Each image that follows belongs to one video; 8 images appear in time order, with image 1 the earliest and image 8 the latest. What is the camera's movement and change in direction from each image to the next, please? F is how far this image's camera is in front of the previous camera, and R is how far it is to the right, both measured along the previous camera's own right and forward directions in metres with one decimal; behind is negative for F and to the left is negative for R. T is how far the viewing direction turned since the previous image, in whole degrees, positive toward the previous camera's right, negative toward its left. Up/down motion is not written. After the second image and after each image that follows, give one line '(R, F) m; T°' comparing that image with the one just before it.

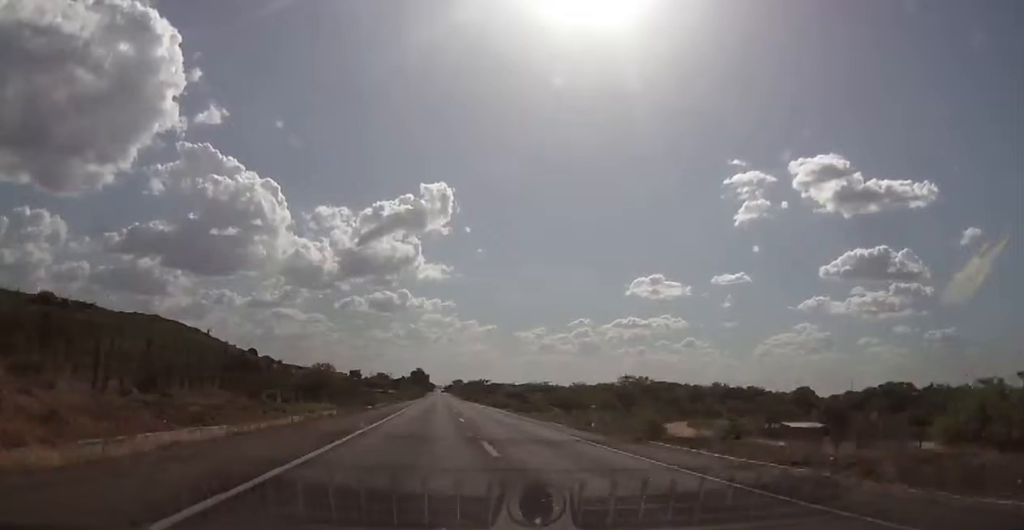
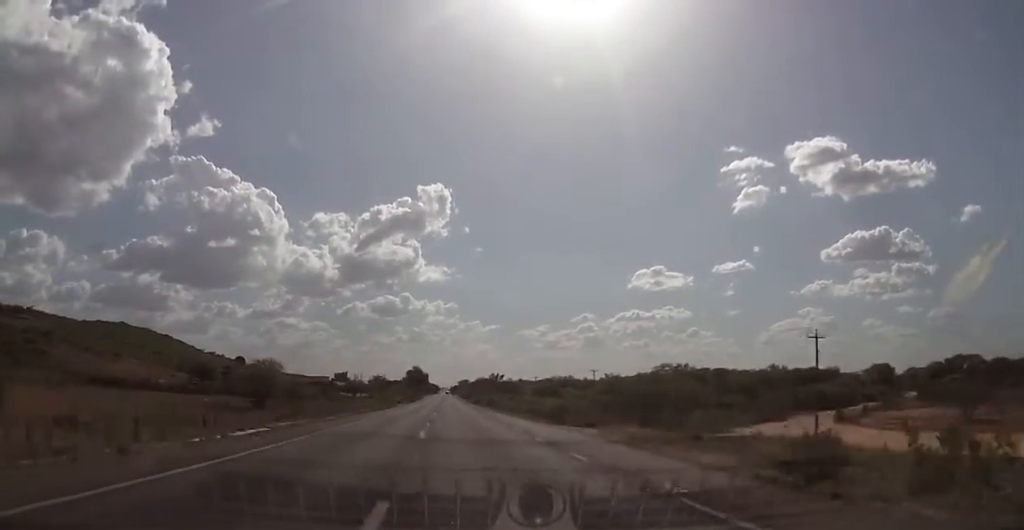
(+0.4, +57.3) m; 0°
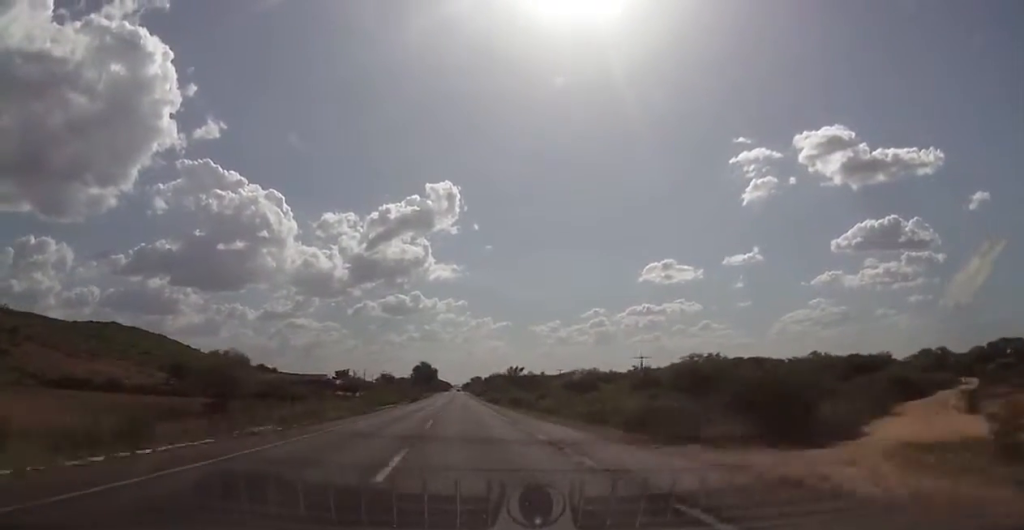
(-0.1, +25.7) m; -1°
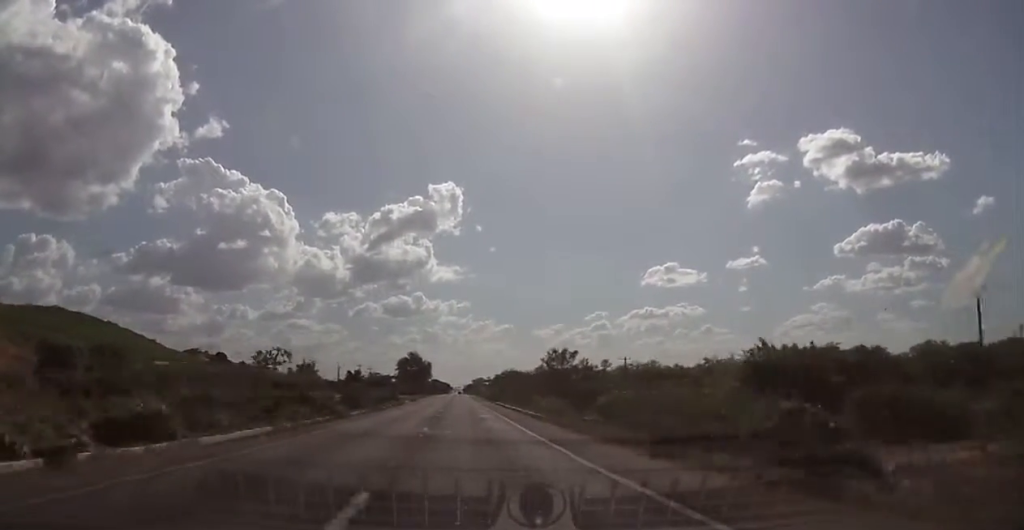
(-0.5, +68.1) m; 0°
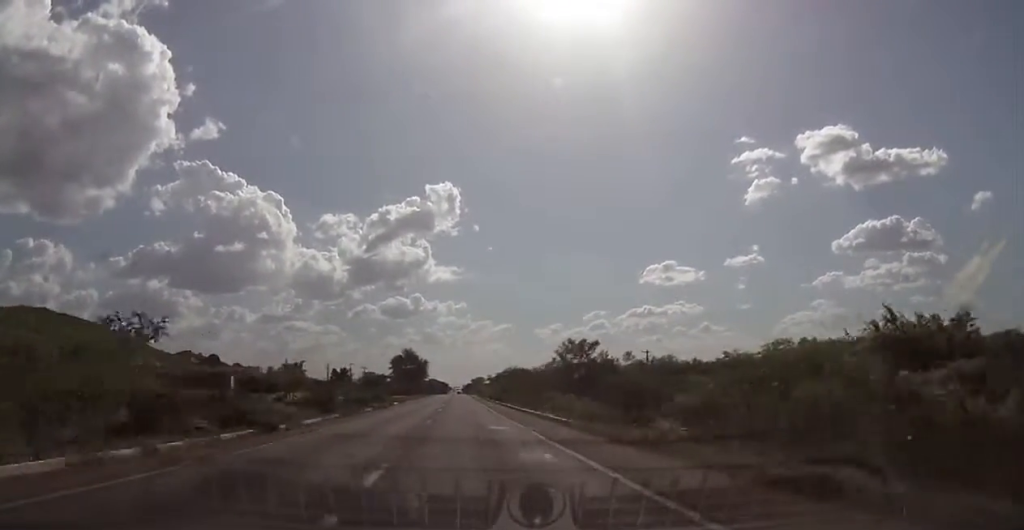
(+0.2, +13.8) m; 0°
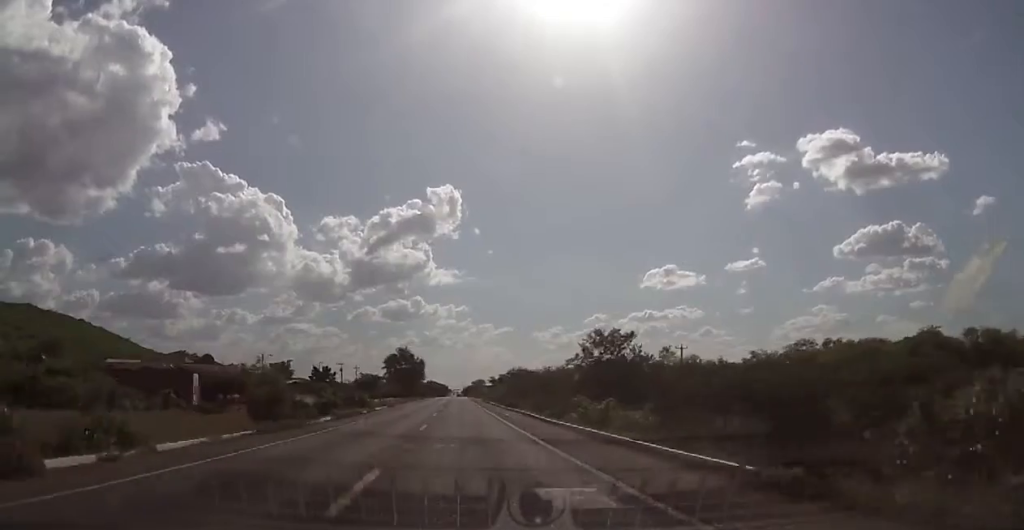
(-0.1, +15.1) m; 0°
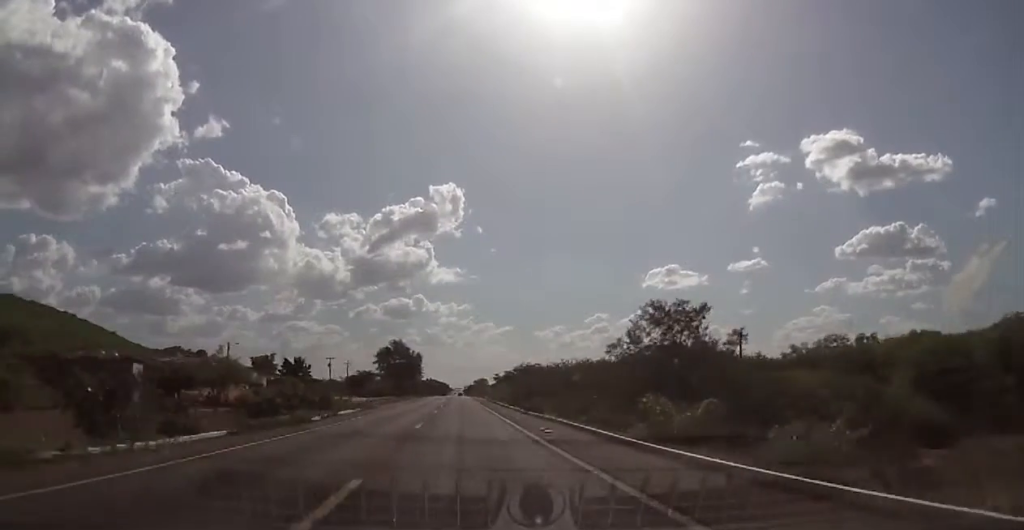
(-0.1, +17.4) m; 0°
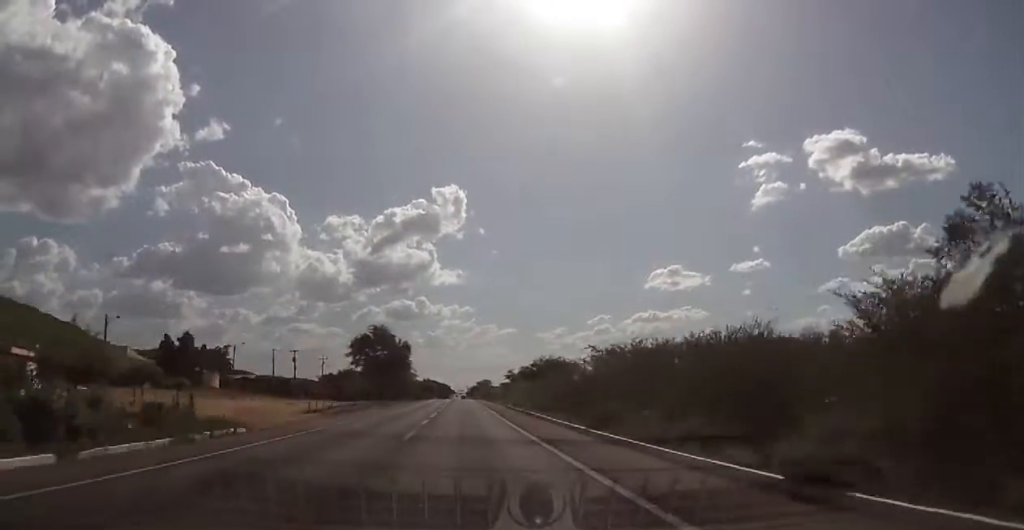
(0.0, +35.1) m; -1°
